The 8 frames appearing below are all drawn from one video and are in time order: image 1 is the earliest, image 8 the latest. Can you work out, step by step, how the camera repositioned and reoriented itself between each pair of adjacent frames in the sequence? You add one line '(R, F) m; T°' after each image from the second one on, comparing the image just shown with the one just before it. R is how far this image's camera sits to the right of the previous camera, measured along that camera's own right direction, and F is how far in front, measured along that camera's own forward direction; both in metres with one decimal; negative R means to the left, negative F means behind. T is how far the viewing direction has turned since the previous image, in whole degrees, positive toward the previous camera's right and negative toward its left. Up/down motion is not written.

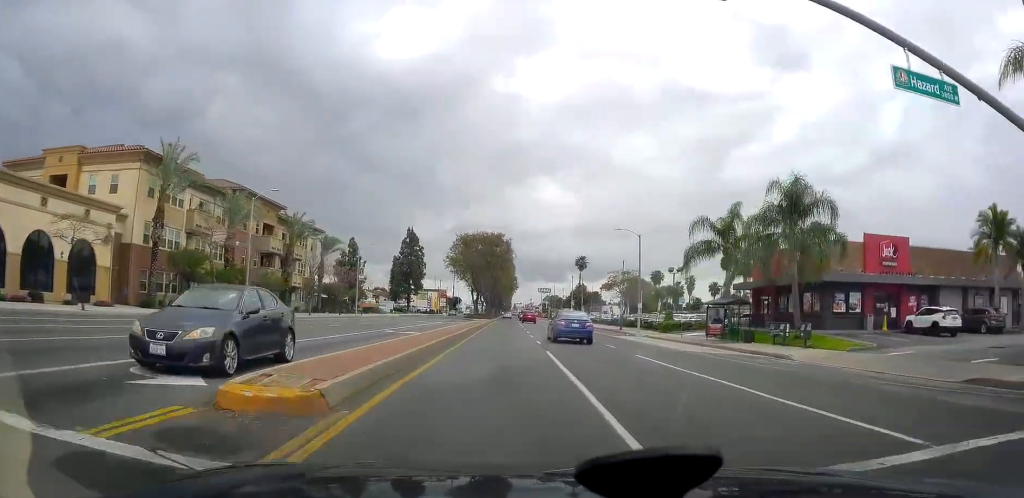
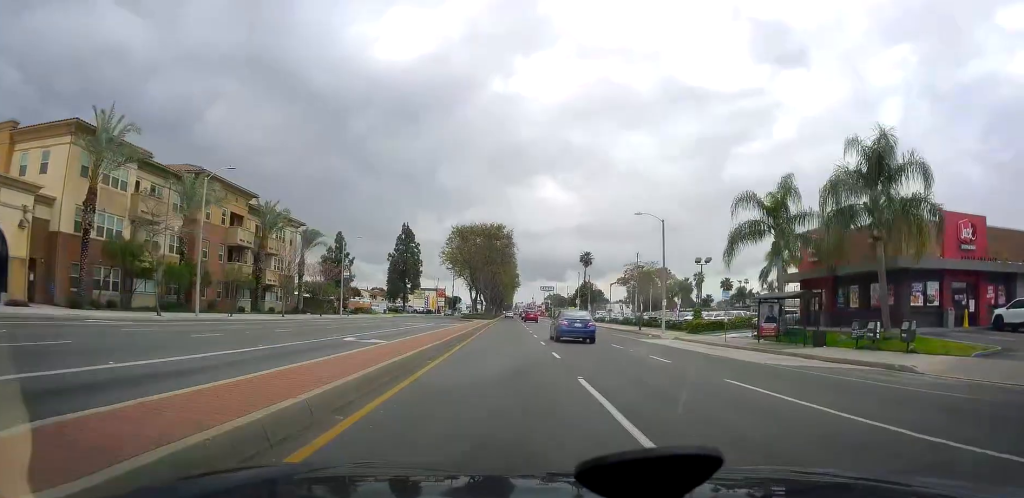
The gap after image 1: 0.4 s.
(0.0, +8.3) m; -1°
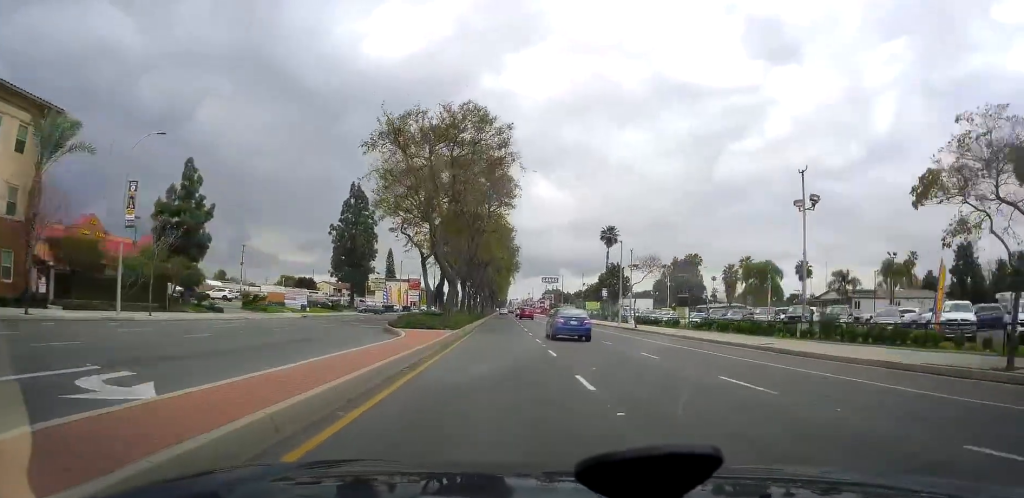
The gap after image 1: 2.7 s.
(+0.2, +44.4) m; +2°
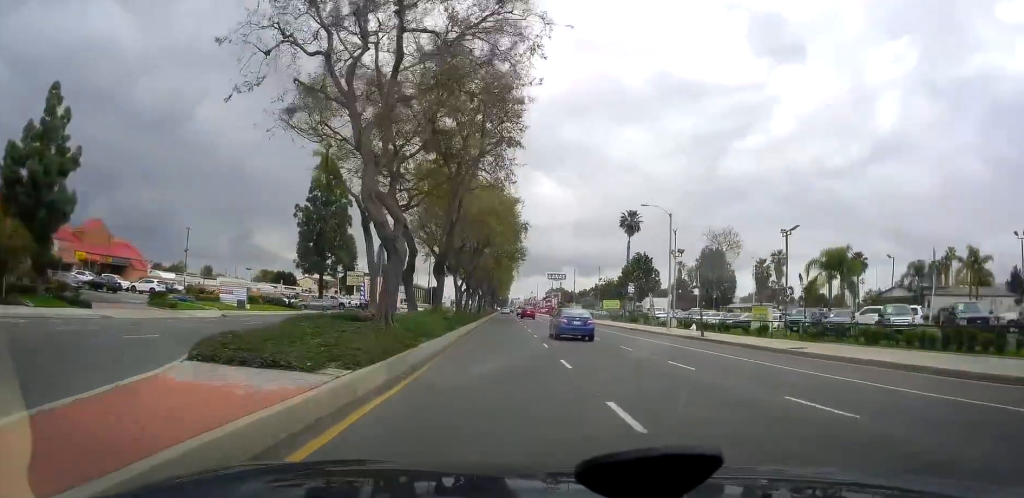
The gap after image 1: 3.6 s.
(-0.1, +17.4) m; -1°
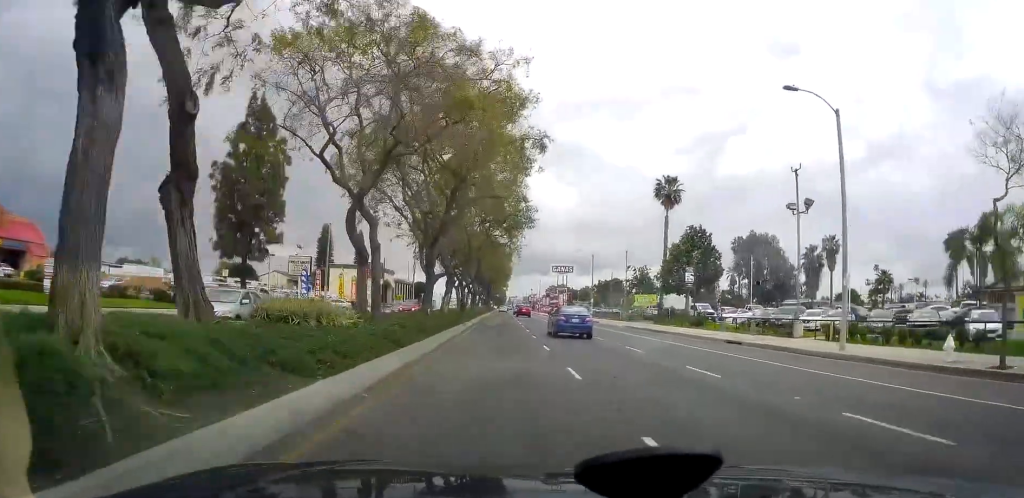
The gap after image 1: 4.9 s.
(-0.2, +24.5) m; -2°
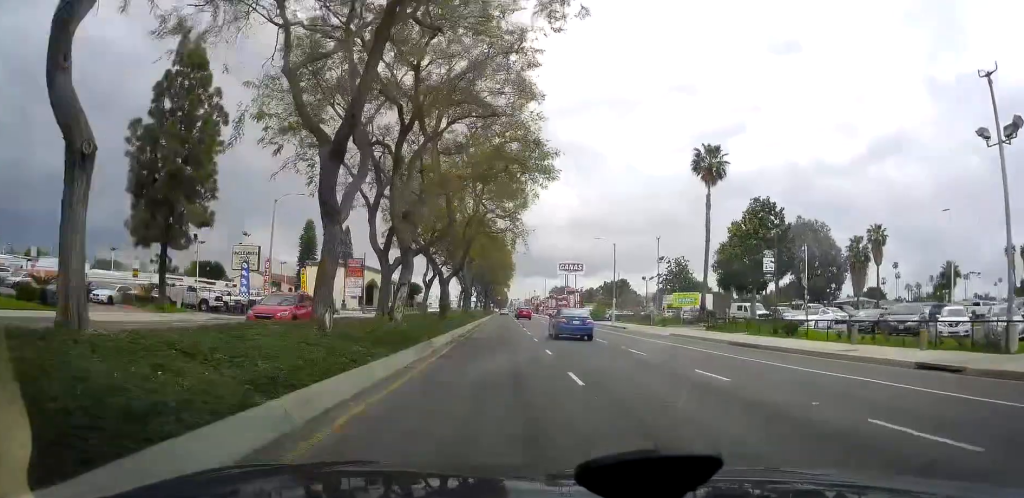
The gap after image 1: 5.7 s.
(-0.3, +15.4) m; 0°
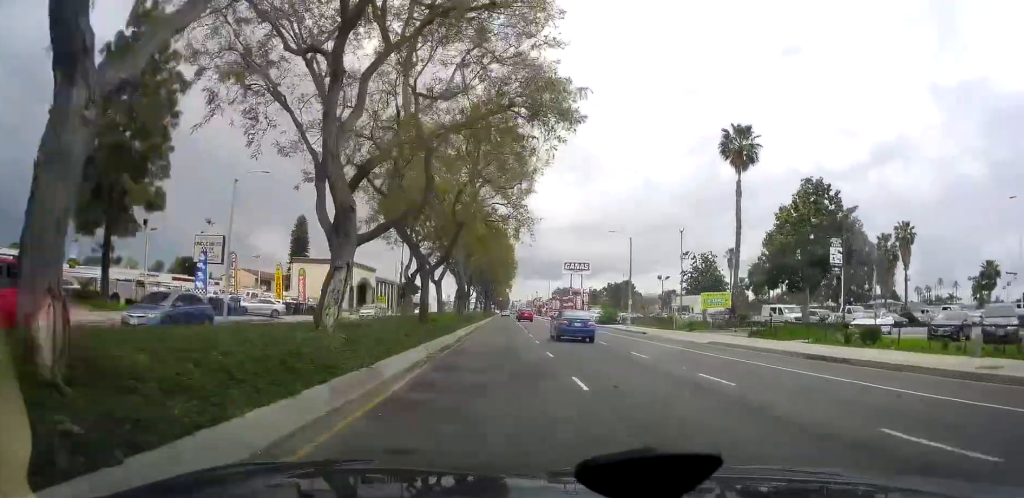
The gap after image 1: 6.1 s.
(-0.1, +7.7) m; 0°
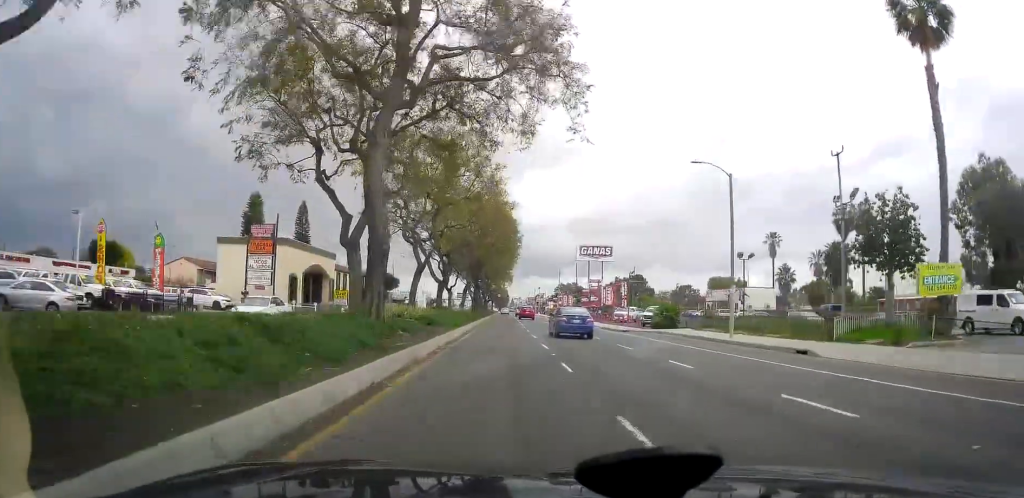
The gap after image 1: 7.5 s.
(+0.6, +27.4) m; +1°
